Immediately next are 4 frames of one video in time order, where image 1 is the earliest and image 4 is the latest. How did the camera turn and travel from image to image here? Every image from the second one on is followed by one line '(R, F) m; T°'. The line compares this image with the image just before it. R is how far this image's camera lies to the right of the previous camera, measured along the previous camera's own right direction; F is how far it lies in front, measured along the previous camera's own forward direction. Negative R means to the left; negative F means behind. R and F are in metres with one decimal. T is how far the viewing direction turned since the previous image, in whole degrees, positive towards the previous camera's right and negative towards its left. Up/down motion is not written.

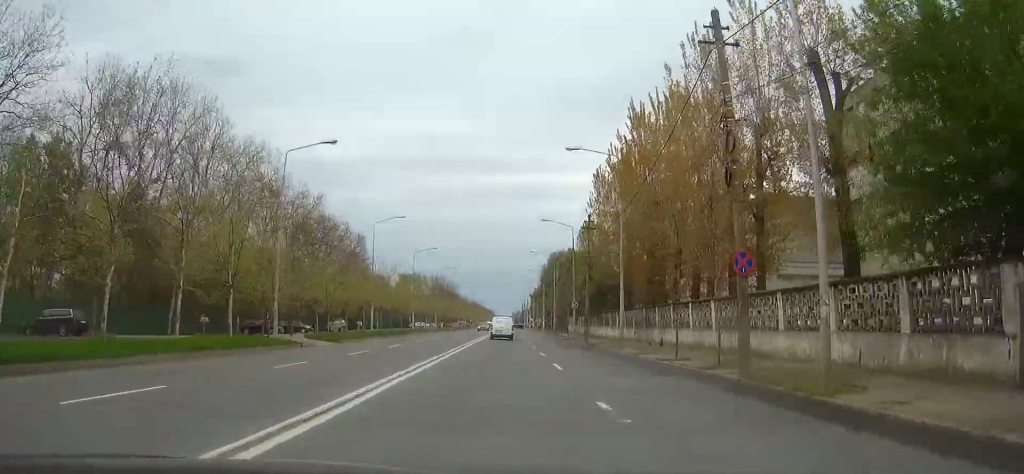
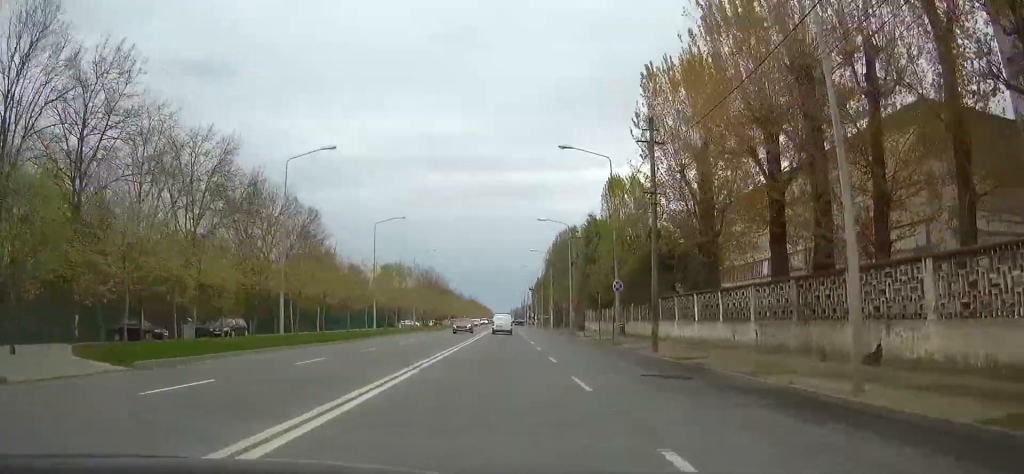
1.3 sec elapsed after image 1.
(0.0, +24.1) m; 0°
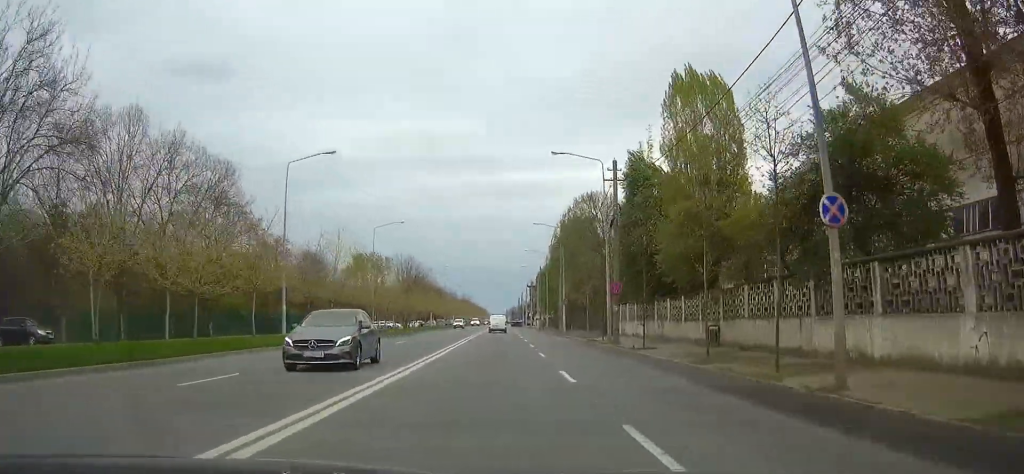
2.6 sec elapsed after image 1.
(+0.1, +24.5) m; 0°
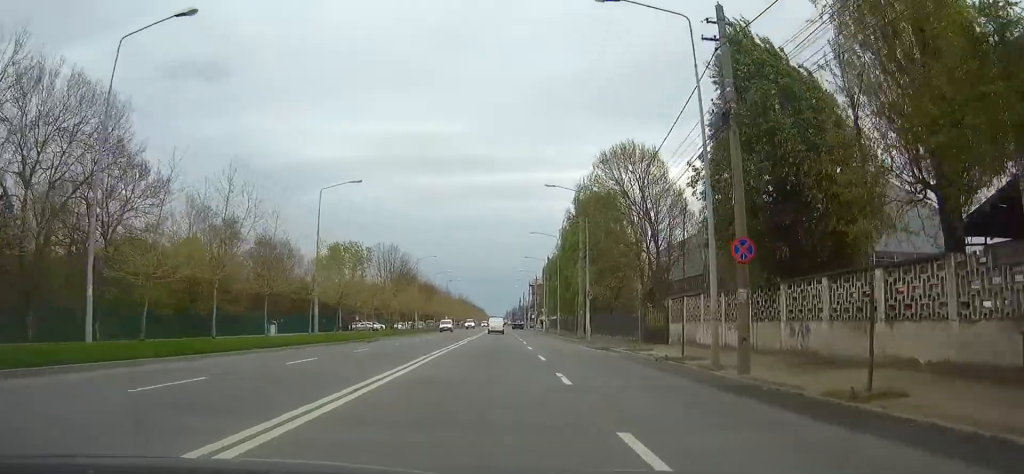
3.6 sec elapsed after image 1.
(0.0, +18.8) m; 0°
